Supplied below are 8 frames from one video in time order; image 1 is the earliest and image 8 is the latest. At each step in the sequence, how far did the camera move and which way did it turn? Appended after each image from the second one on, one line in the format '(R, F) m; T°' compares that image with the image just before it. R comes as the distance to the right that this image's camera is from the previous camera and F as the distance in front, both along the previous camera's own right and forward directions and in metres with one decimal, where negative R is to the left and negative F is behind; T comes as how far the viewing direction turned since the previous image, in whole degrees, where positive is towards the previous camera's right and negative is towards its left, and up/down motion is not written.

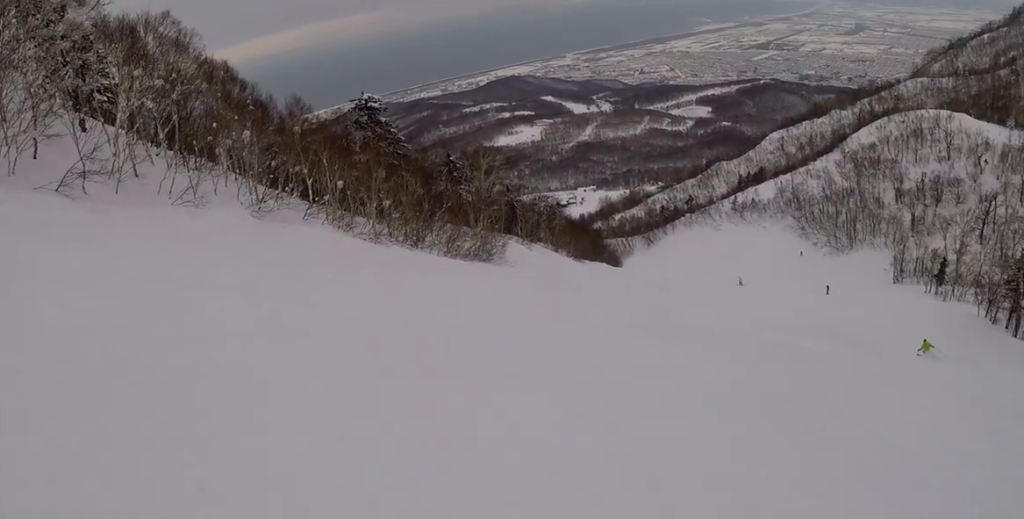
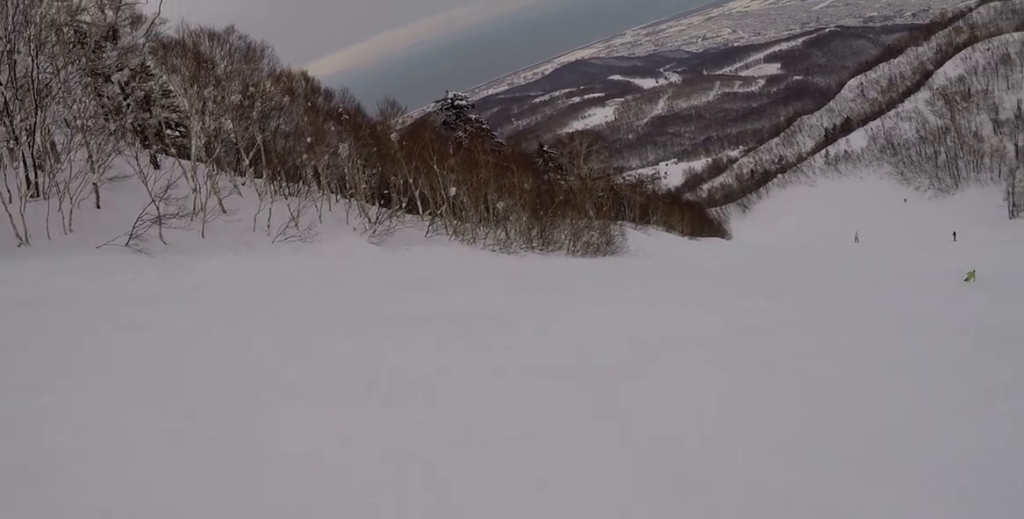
(-0.7, +6.2) m; -14°
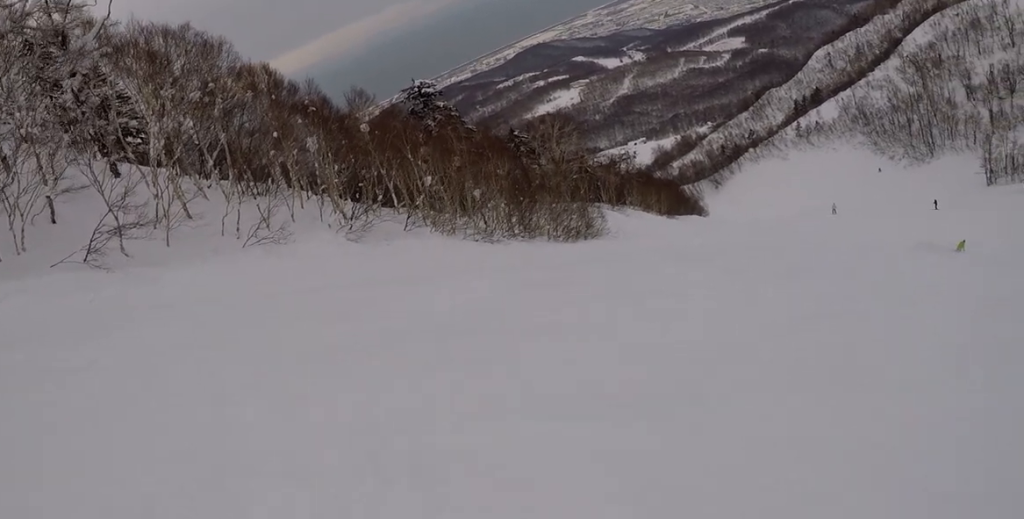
(-0.1, +1.8) m; +18°
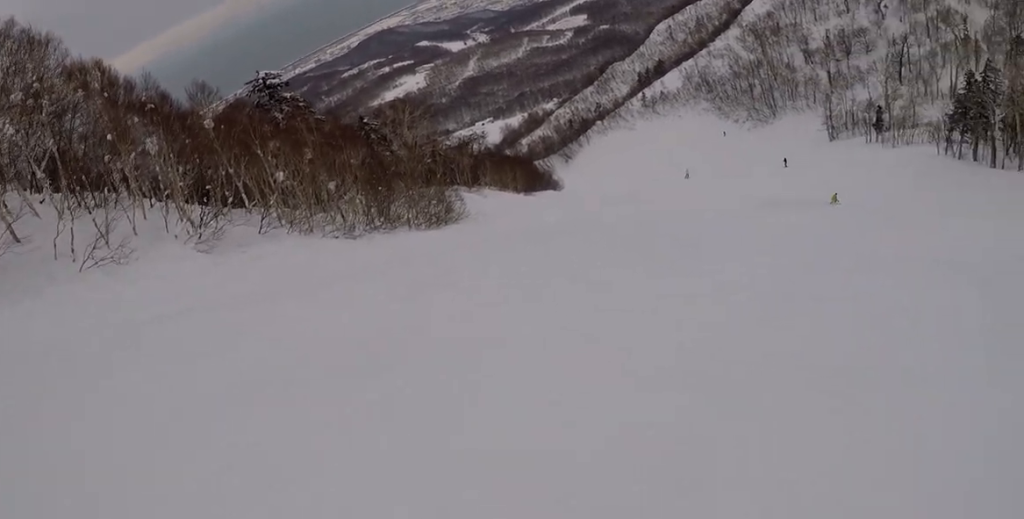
(-0.2, +1.8) m; +21°
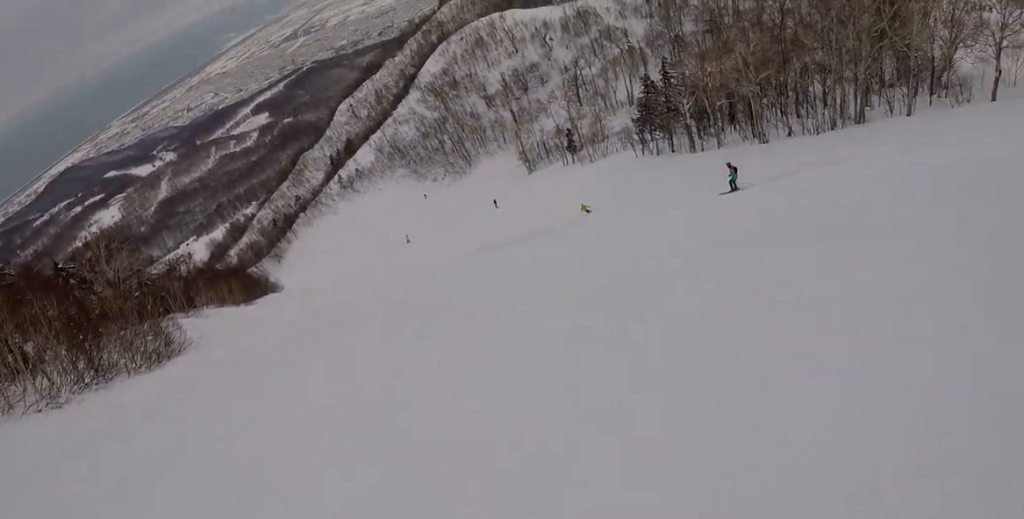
(+1.6, +2.8) m; +32°
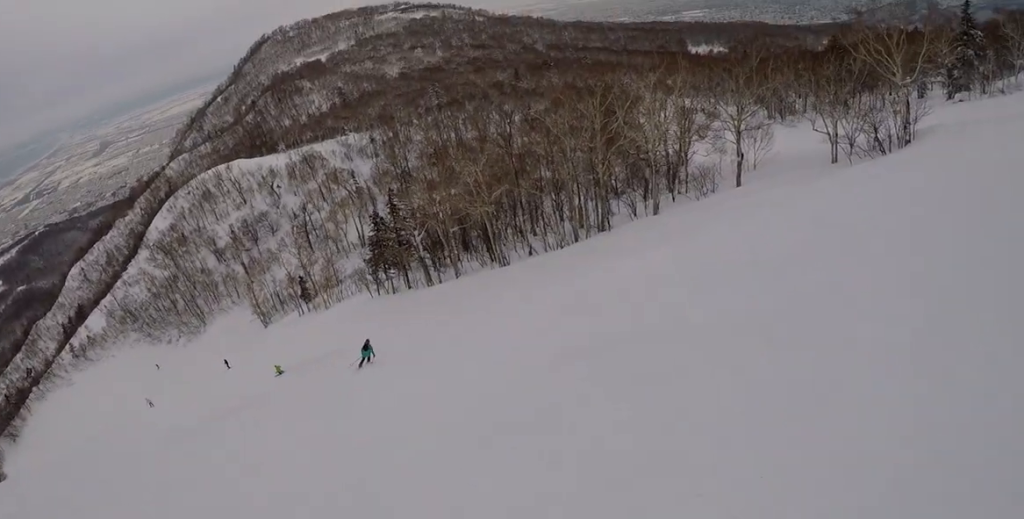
(+1.4, +5.0) m; +36°
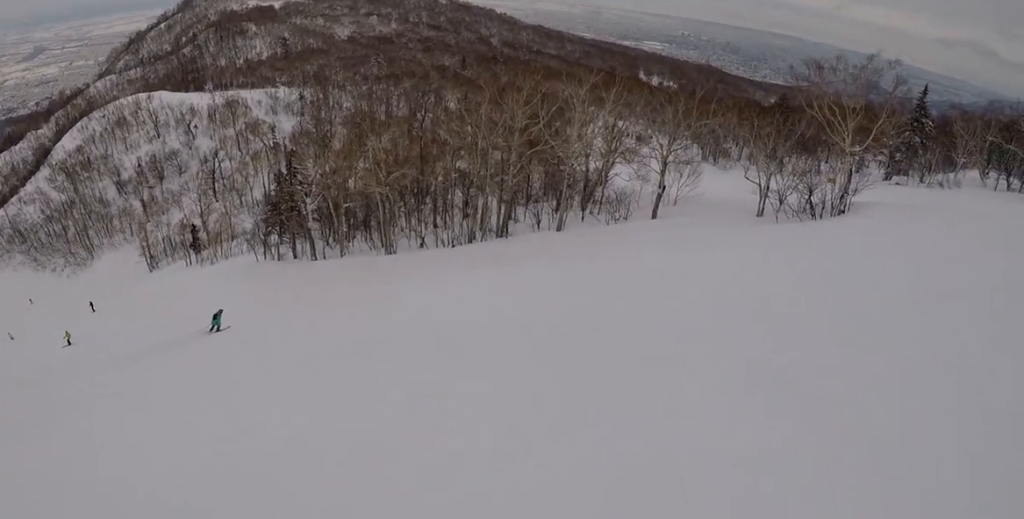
(+1.3, +4.6) m; +16°
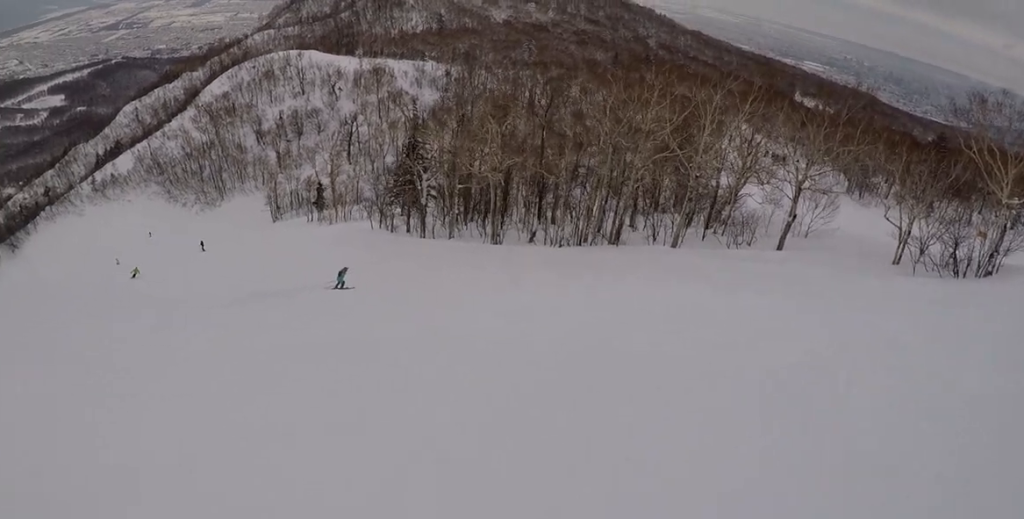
(0.0, +3.5) m; -1°
